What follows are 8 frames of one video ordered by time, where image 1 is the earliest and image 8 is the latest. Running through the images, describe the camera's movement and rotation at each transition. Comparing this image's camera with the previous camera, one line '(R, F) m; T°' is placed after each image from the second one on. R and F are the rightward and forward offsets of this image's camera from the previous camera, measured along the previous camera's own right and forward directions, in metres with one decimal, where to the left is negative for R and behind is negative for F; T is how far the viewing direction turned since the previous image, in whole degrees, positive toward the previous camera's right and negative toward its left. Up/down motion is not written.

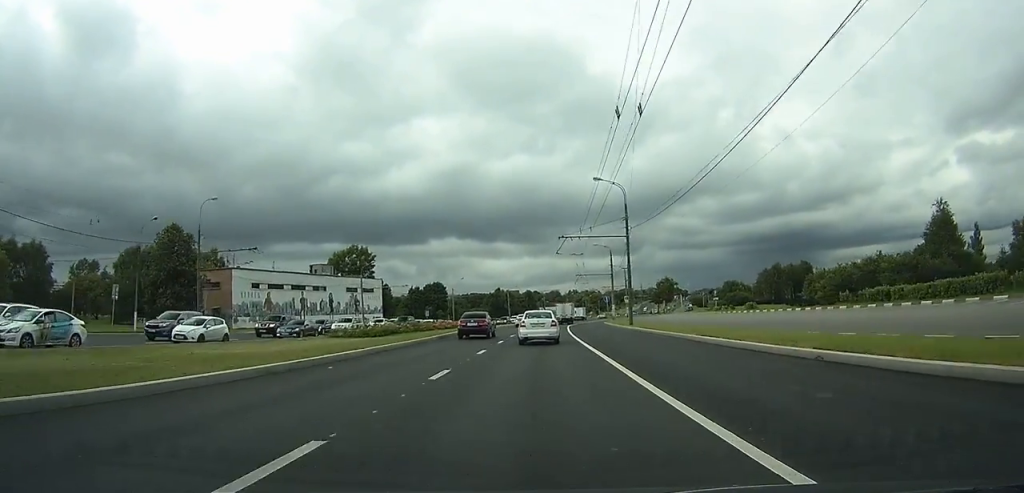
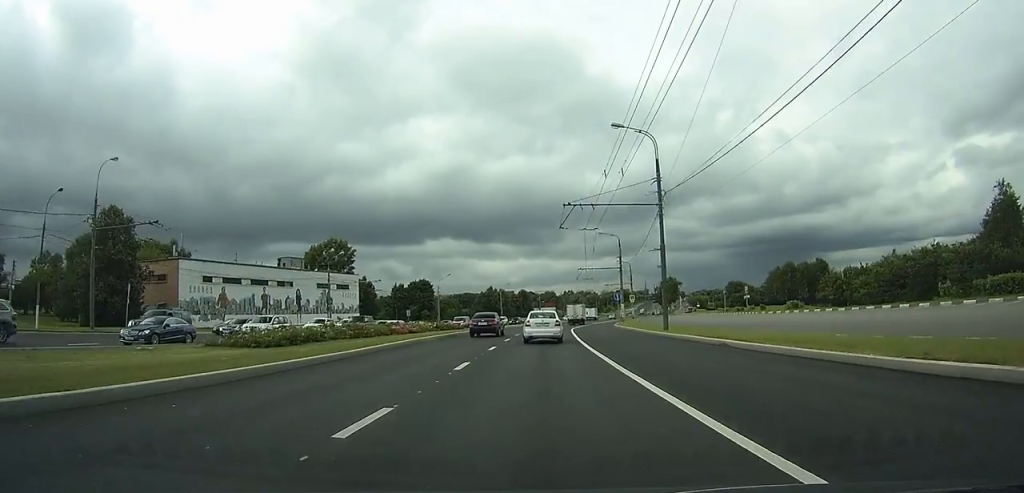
(+0.1, +13.6) m; +1°
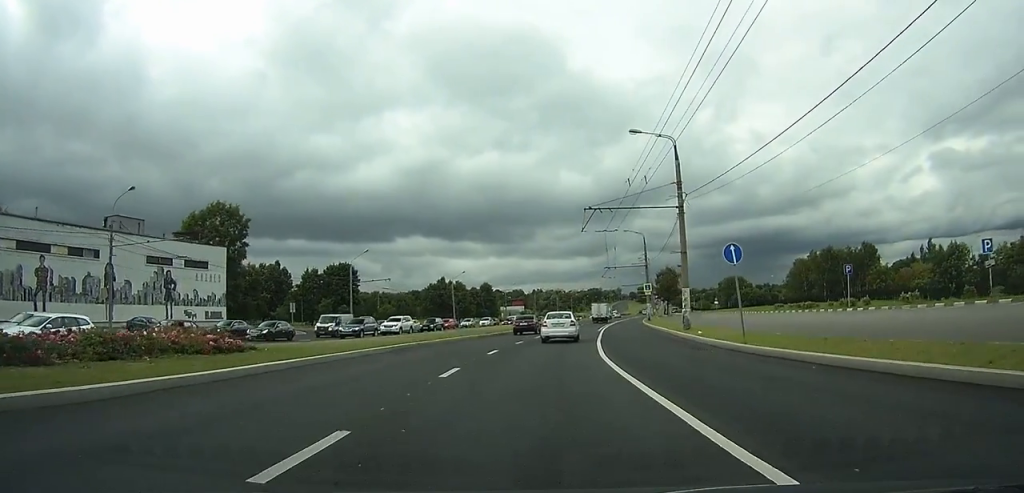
(+1.2, +41.4) m; +3°
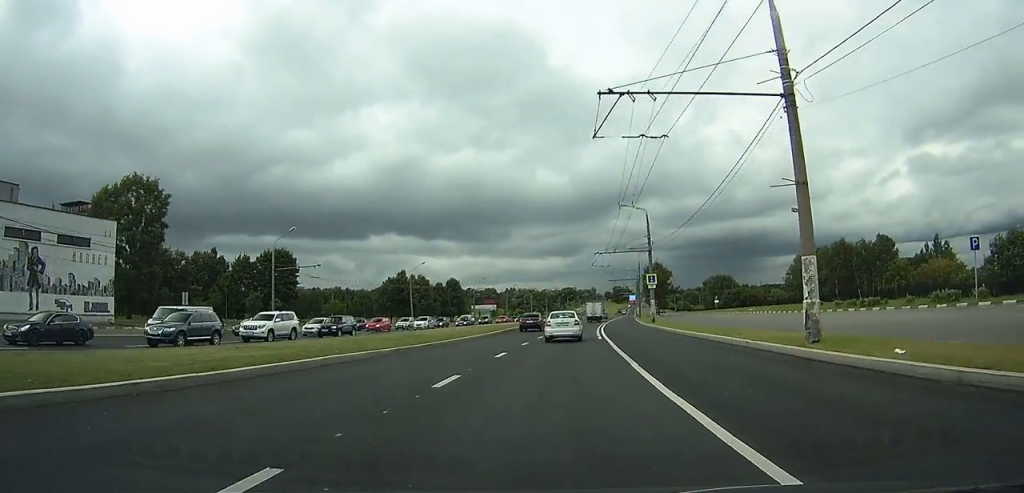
(+0.3, +17.5) m; +2°
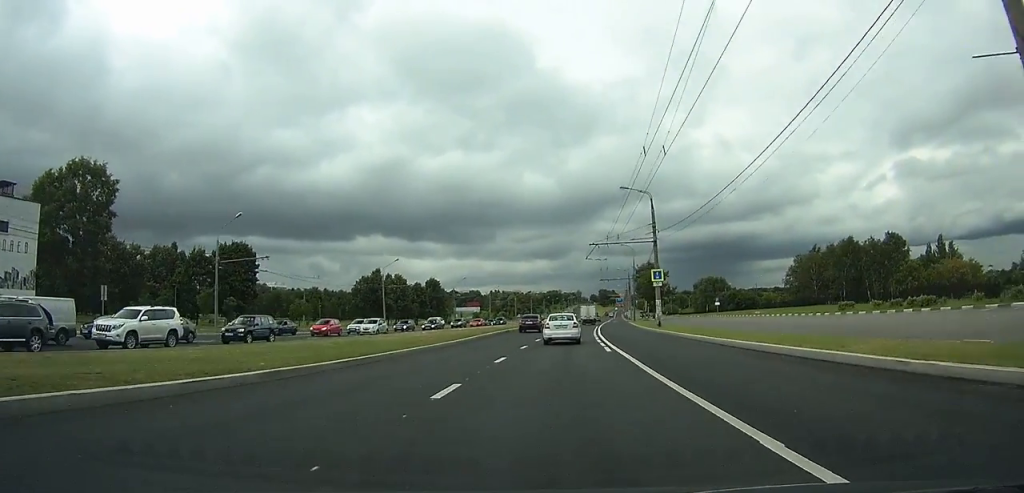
(0.0, +9.2) m; +1°
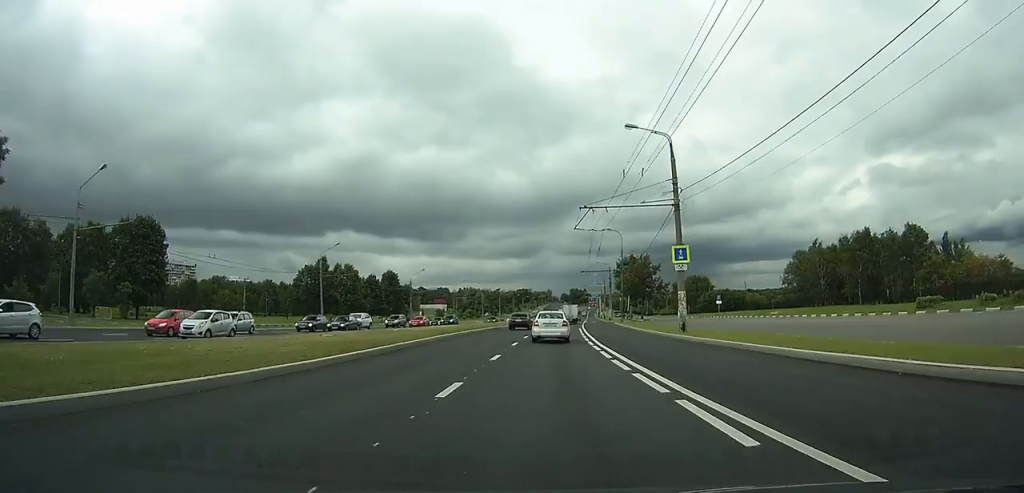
(+0.4, +16.2) m; +3°
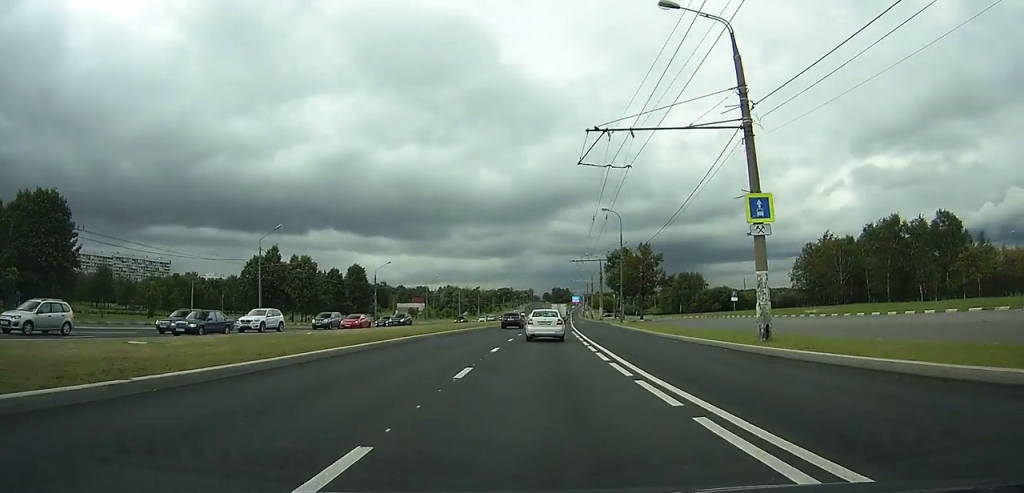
(+0.3, +13.8) m; +2°
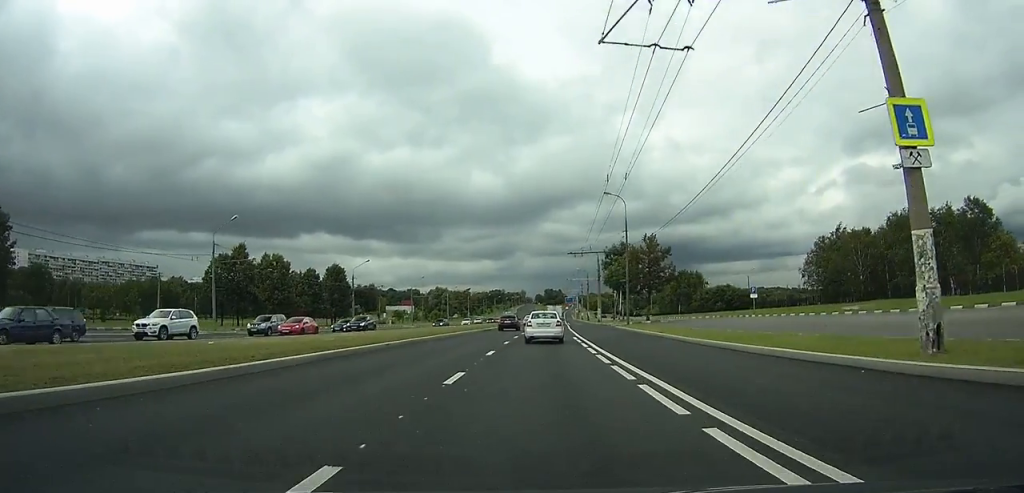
(+0.1, +8.8) m; +1°
